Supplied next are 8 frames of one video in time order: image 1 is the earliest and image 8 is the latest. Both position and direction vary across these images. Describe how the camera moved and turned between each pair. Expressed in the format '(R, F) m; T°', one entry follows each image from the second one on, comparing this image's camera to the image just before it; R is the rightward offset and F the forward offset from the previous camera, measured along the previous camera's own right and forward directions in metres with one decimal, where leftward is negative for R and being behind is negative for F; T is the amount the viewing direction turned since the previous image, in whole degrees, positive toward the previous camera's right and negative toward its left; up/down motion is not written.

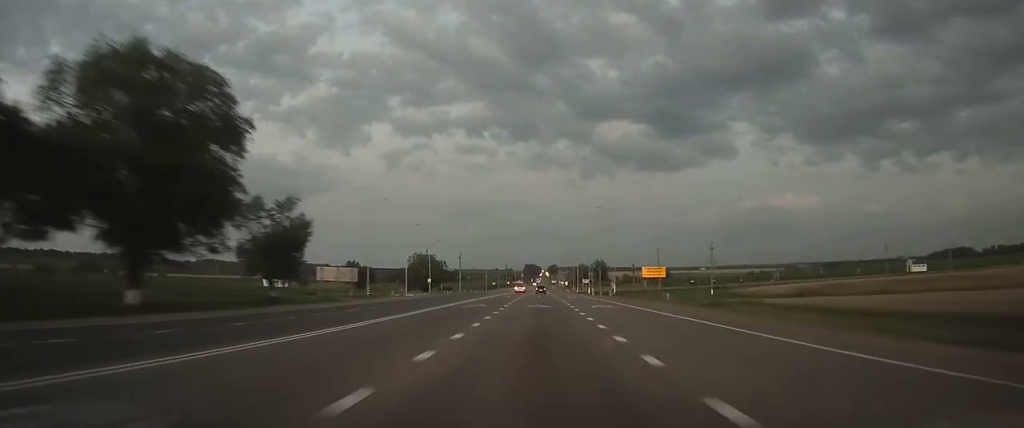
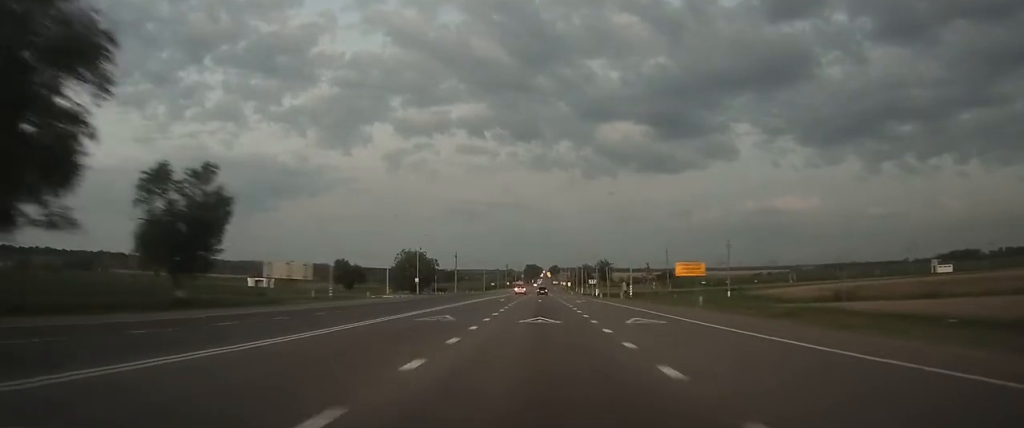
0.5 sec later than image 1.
(0.0, +13.1) m; 0°
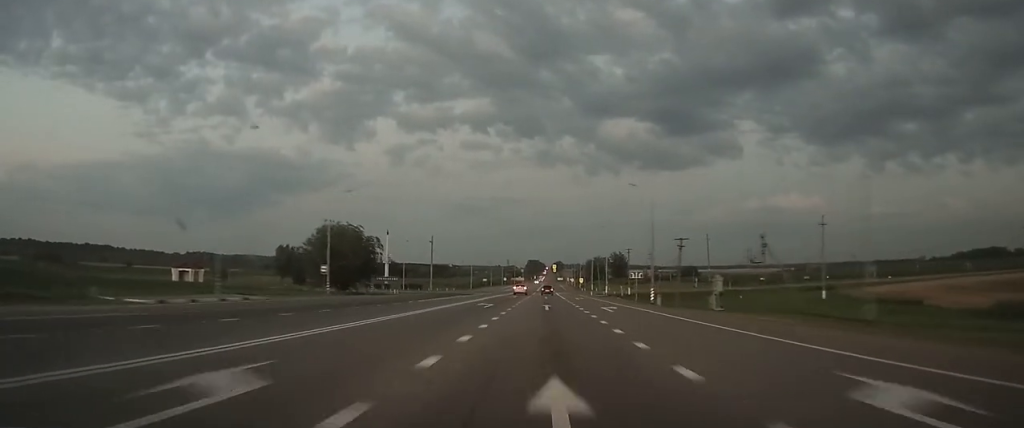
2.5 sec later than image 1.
(-0.2, +47.8) m; -1°
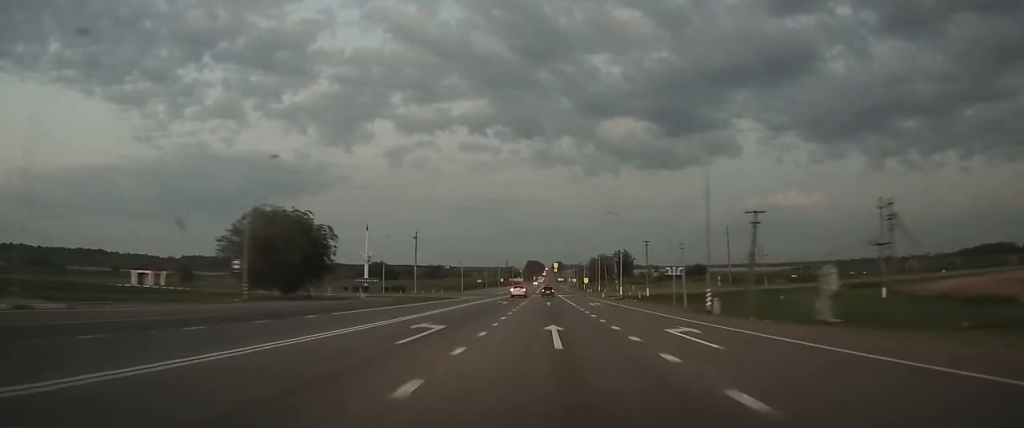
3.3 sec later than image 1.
(-0.1, +18.2) m; 0°
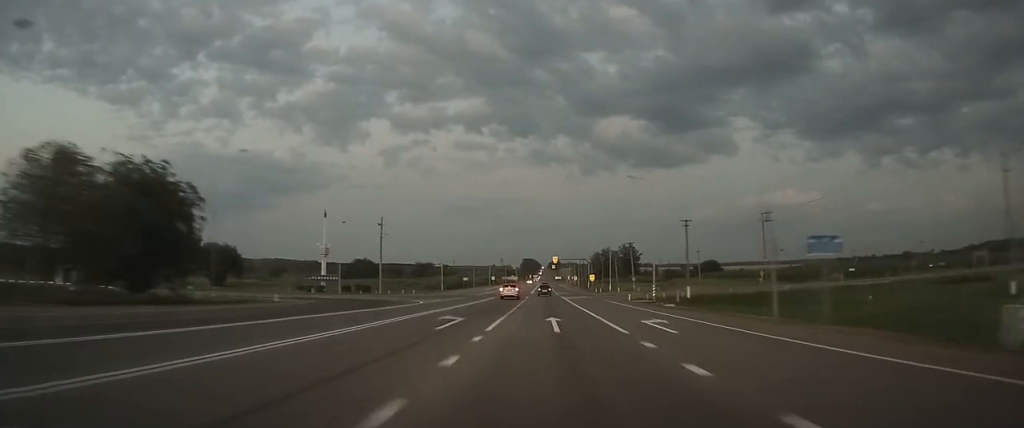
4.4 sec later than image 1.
(+0.1, +25.5) m; 0°
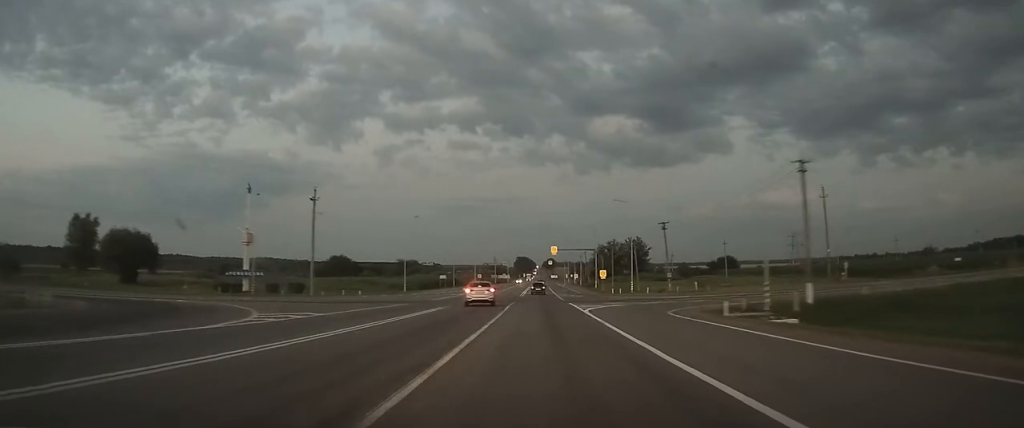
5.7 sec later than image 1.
(+0.2, +29.2) m; +1°
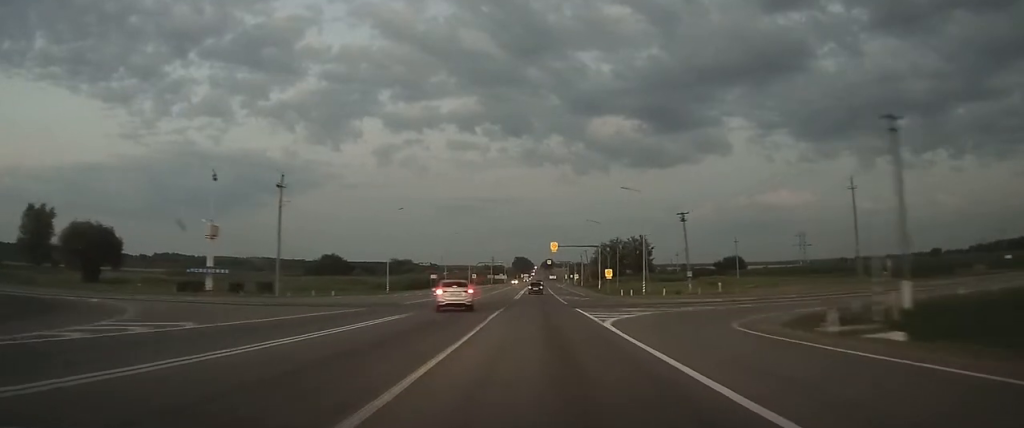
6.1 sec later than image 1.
(0.0, +9.6) m; 0°
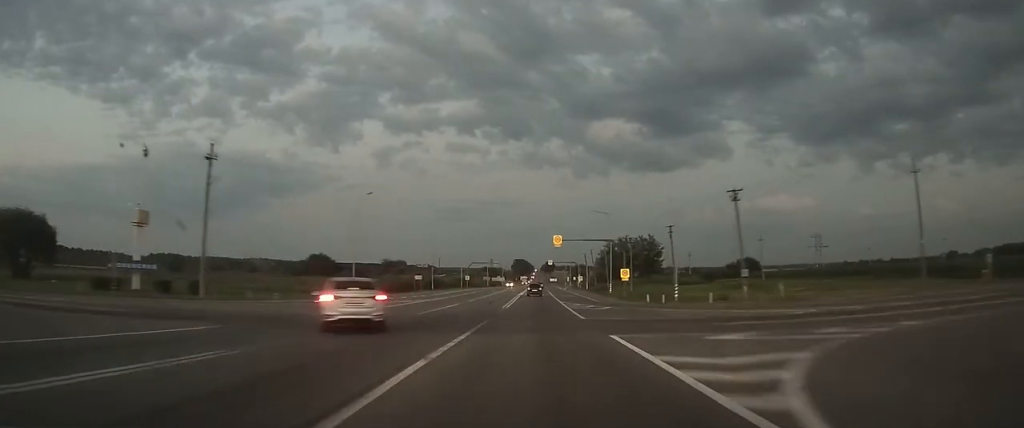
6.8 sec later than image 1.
(0.0, +15.3) m; 0°
